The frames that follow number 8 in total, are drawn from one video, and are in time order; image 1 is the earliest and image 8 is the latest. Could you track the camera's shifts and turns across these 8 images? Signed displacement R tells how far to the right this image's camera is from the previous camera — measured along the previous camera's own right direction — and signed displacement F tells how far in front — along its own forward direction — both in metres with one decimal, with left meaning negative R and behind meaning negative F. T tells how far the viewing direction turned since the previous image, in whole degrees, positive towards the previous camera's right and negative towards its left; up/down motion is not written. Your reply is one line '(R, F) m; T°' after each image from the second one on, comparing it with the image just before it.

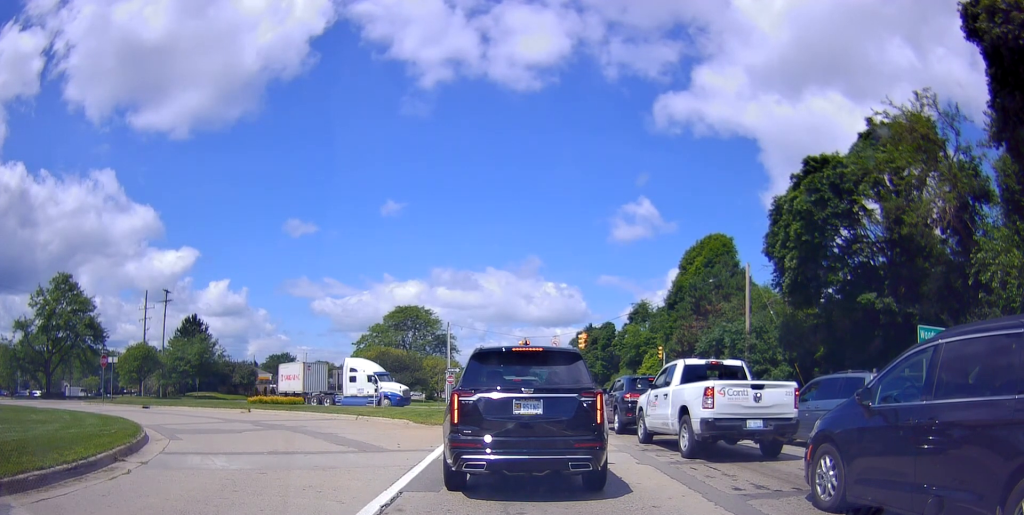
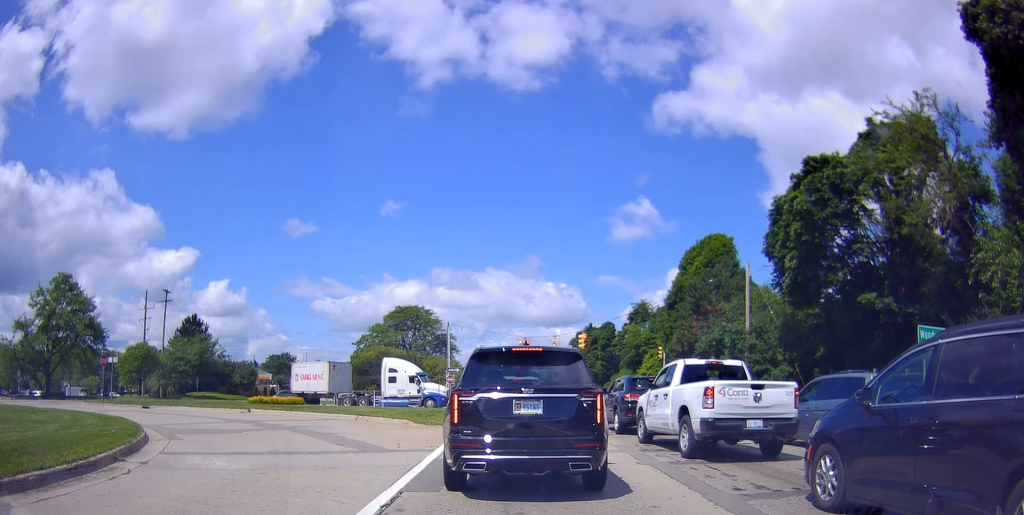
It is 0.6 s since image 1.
(0.0, +0.3) m; 0°
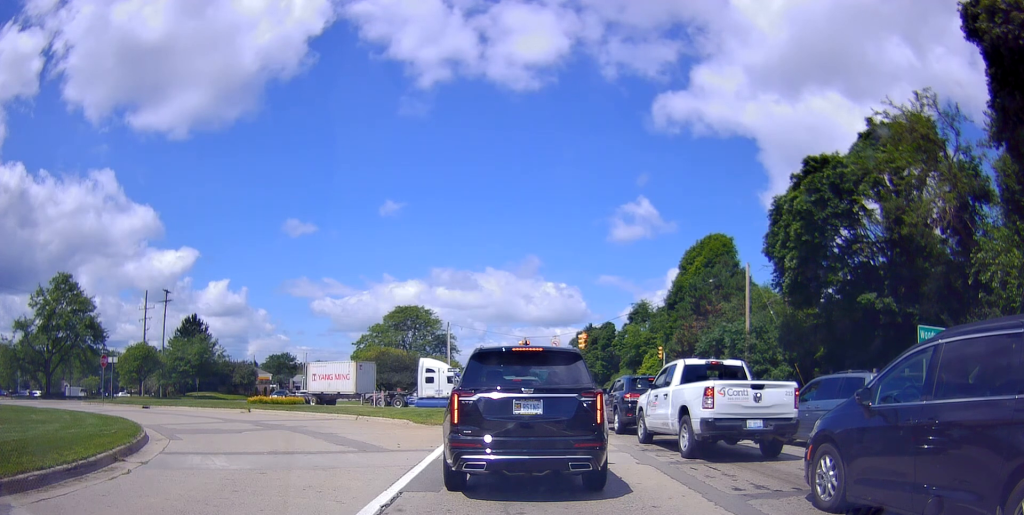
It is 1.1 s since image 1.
(0.0, +0.2) m; 0°
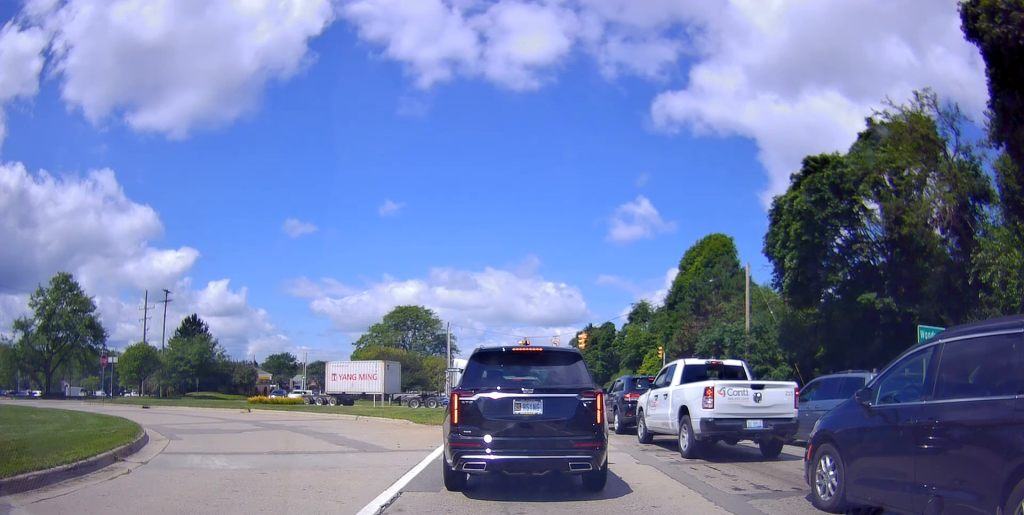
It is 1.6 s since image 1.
(0.0, 0.0) m; 0°
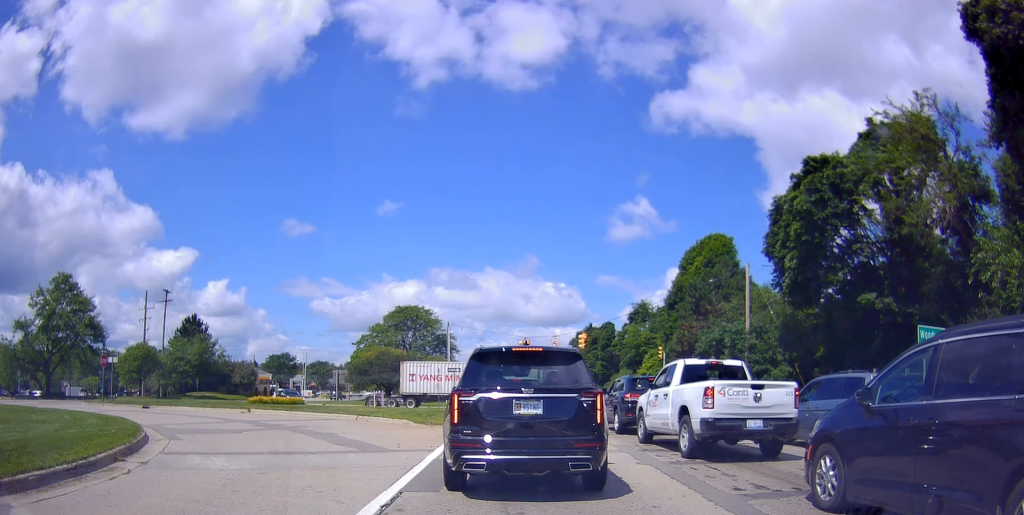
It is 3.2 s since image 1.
(0.0, 0.0) m; 0°
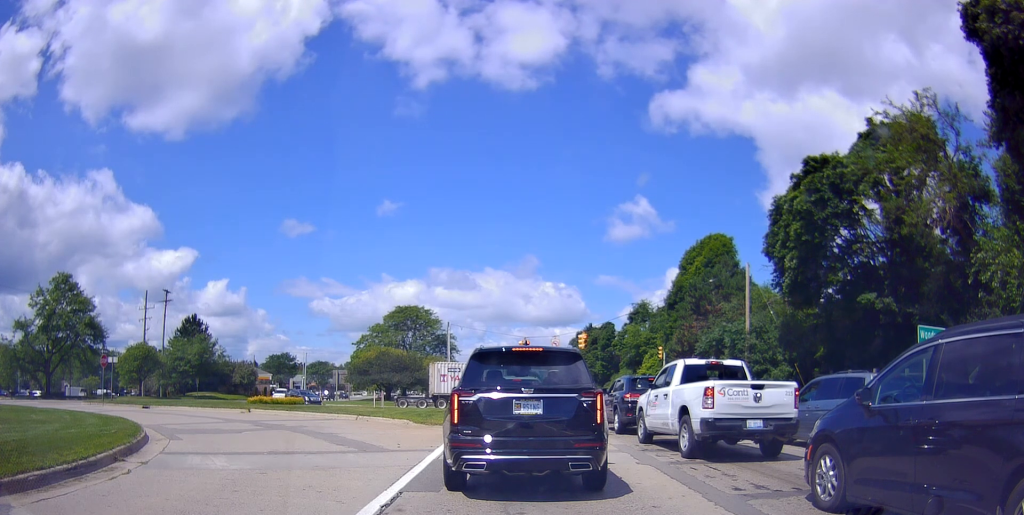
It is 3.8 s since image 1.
(0.0, 0.0) m; 0°
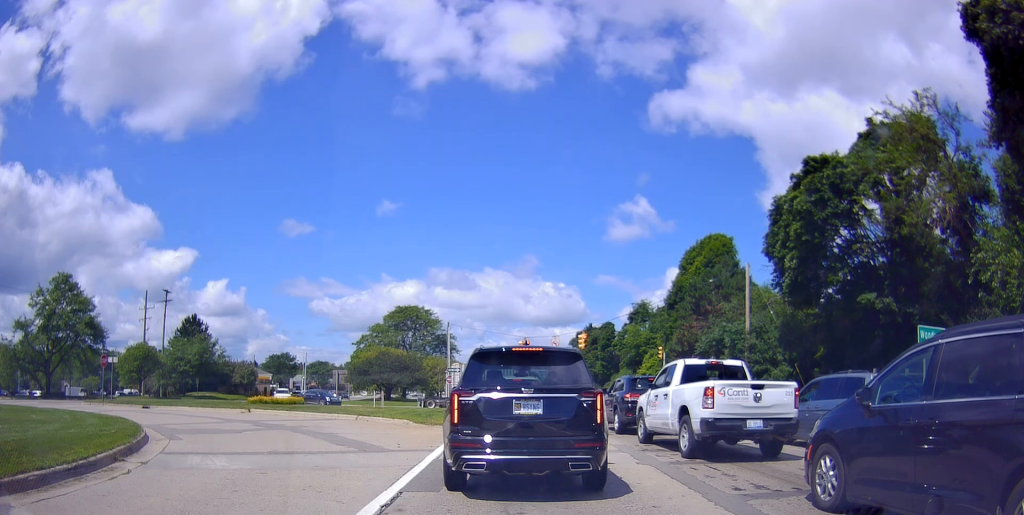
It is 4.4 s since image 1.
(0.0, 0.0) m; 0°
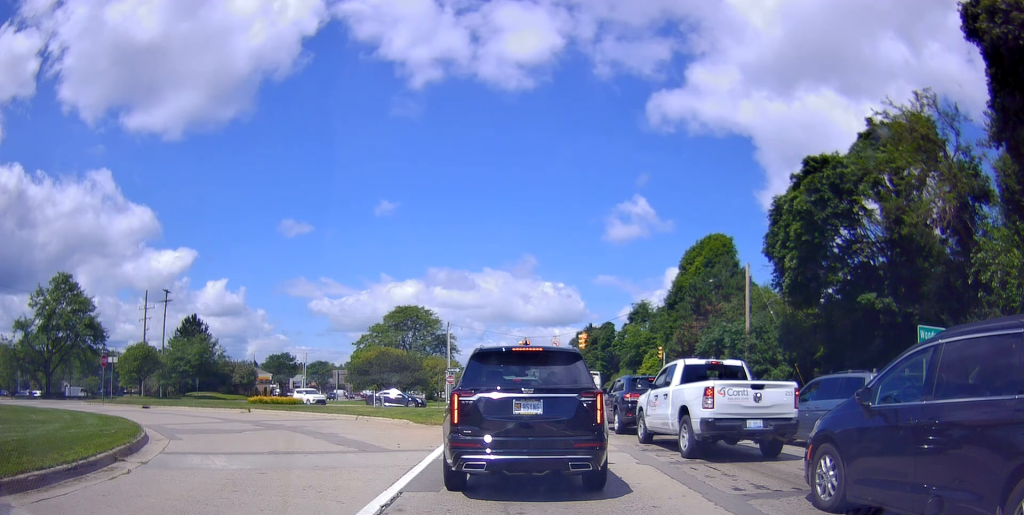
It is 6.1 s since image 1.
(0.0, 0.0) m; 0°
